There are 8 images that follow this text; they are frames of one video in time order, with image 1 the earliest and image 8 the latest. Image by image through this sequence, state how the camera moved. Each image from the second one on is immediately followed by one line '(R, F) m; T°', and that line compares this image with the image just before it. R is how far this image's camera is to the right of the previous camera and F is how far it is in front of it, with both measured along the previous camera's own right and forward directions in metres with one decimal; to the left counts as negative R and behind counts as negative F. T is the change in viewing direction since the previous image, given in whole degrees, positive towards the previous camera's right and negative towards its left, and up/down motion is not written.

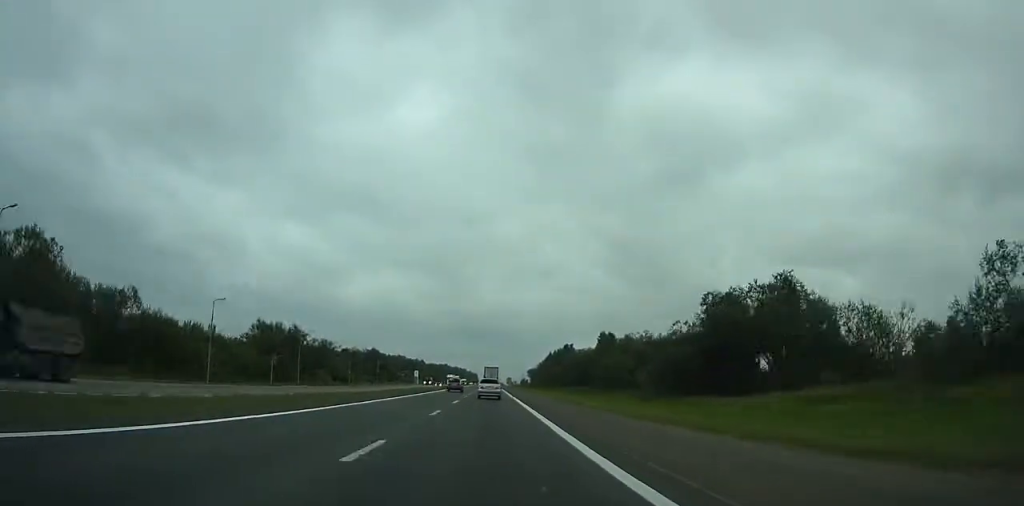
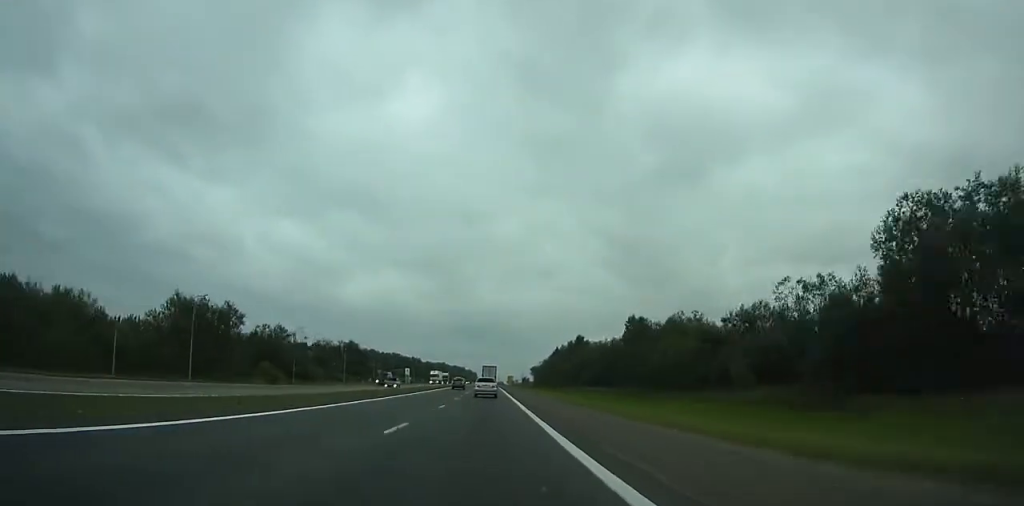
(+0.1, +31.6) m; 0°
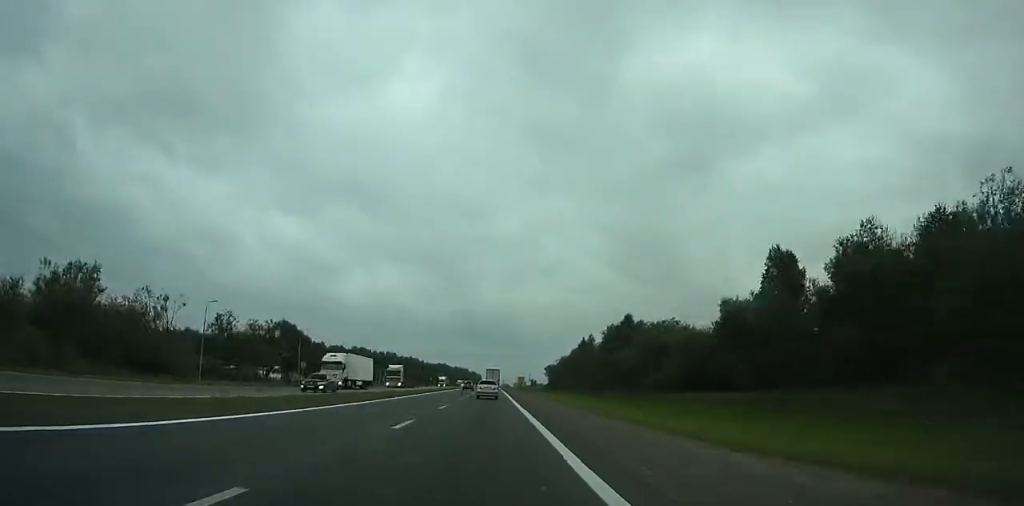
(+0.3, +58.6) m; 0°
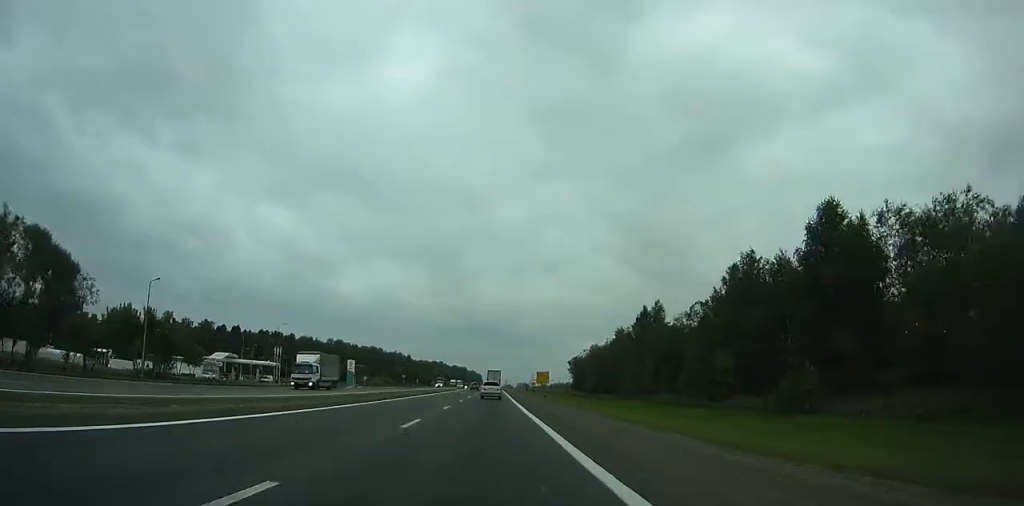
(-0.3, +71.1) m; 0°
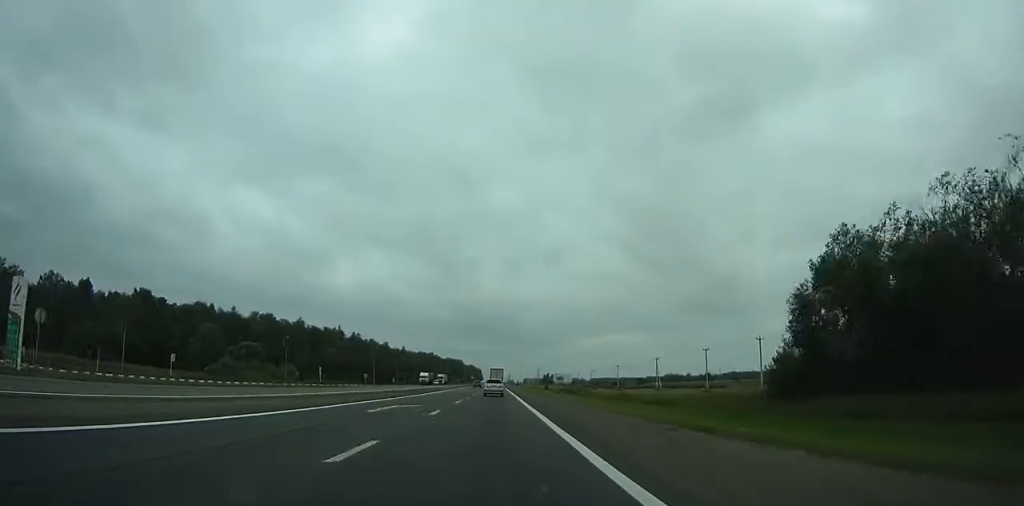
(+0.2, +126.2) m; 0°
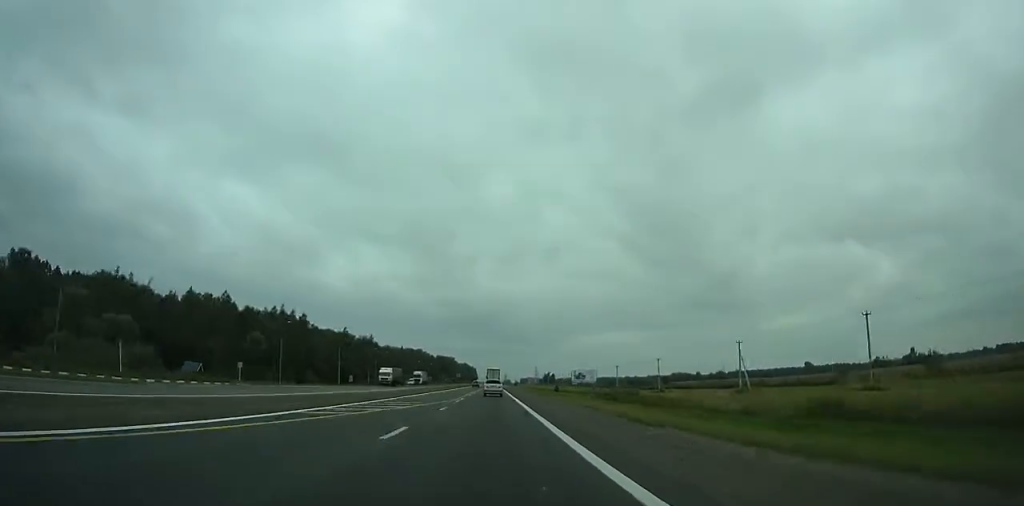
(+0.1, +54.8) m; 0°
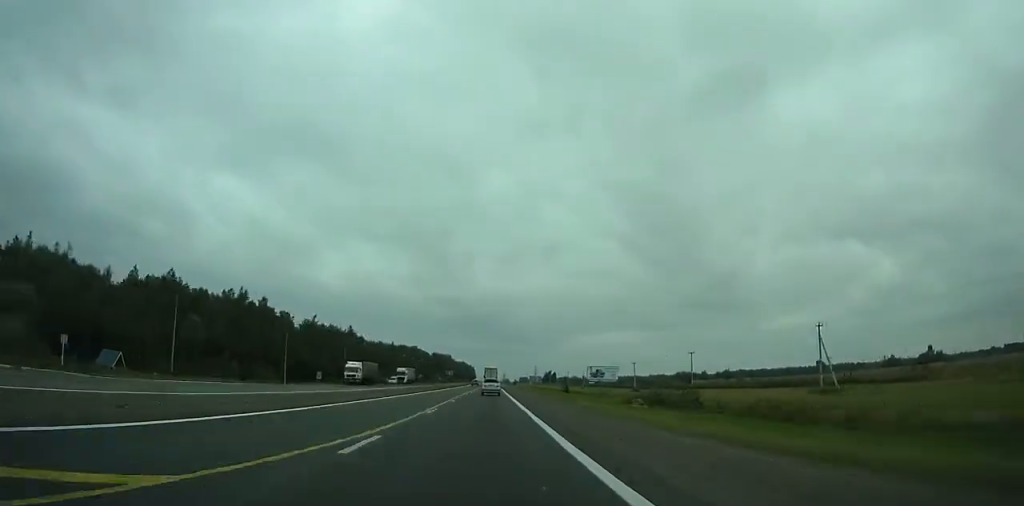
(-0.1, +27.3) m; 0°
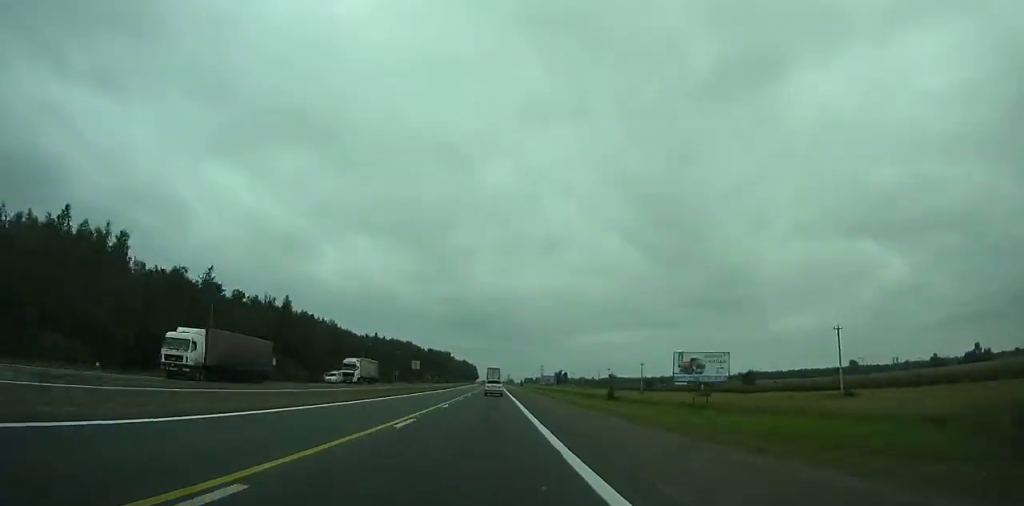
(0.0, +54.4) m; 0°
